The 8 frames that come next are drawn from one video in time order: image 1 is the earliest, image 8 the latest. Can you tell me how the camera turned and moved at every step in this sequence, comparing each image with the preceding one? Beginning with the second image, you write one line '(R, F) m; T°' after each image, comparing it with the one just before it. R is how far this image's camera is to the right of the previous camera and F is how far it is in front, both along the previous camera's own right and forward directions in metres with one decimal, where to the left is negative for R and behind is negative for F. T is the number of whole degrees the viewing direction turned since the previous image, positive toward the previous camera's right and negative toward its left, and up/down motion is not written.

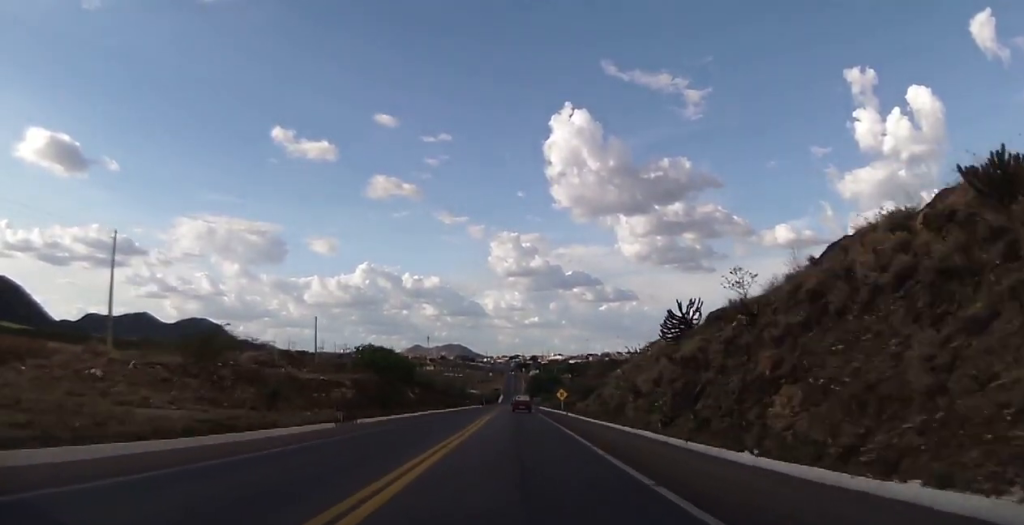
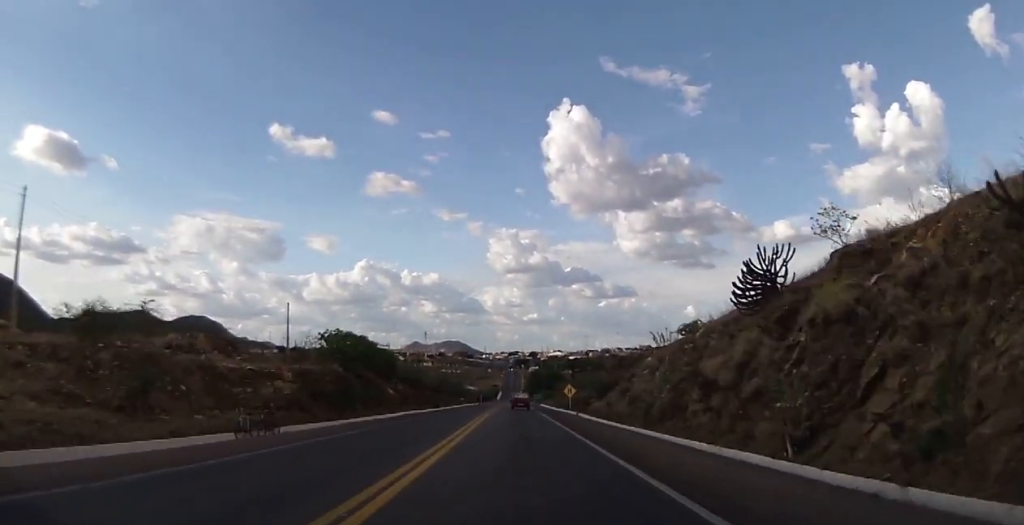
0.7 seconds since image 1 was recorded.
(+0.1, +12.4) m; +1°
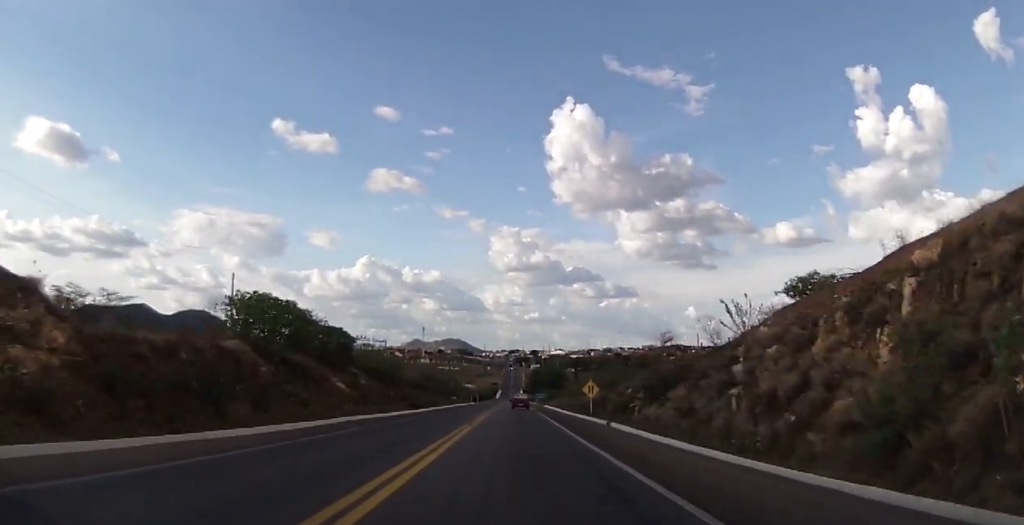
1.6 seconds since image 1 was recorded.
(+0.3, +18.0) m; 0°
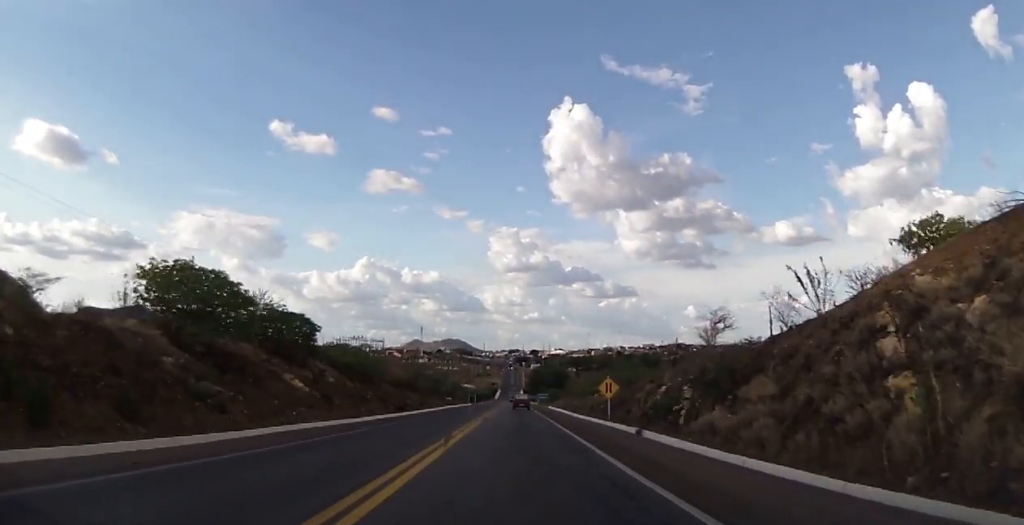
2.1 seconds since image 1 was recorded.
(+0.1, +9.4) m; -1°
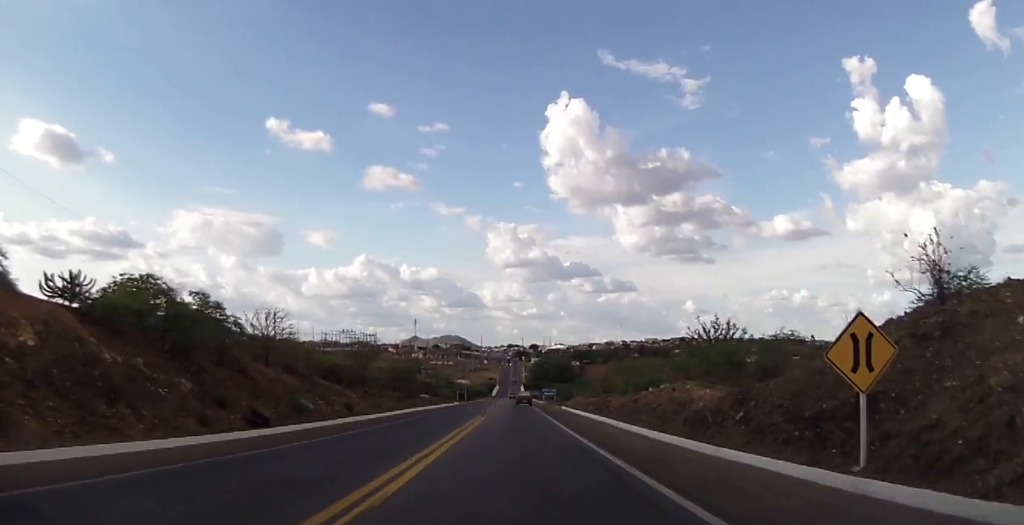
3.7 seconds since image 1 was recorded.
(-0.1, +30.7) m; 0°
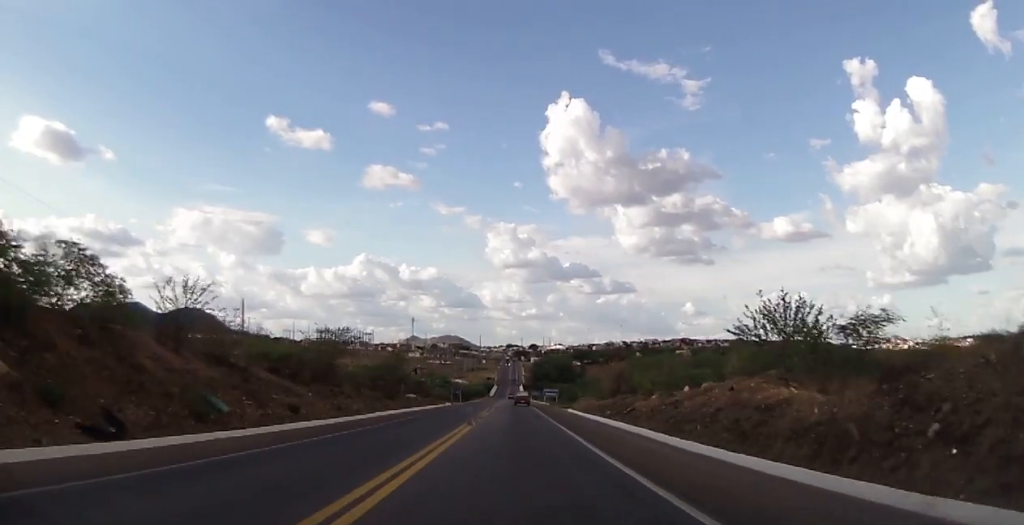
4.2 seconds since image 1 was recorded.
(+0.3, +9.7) m; 0°
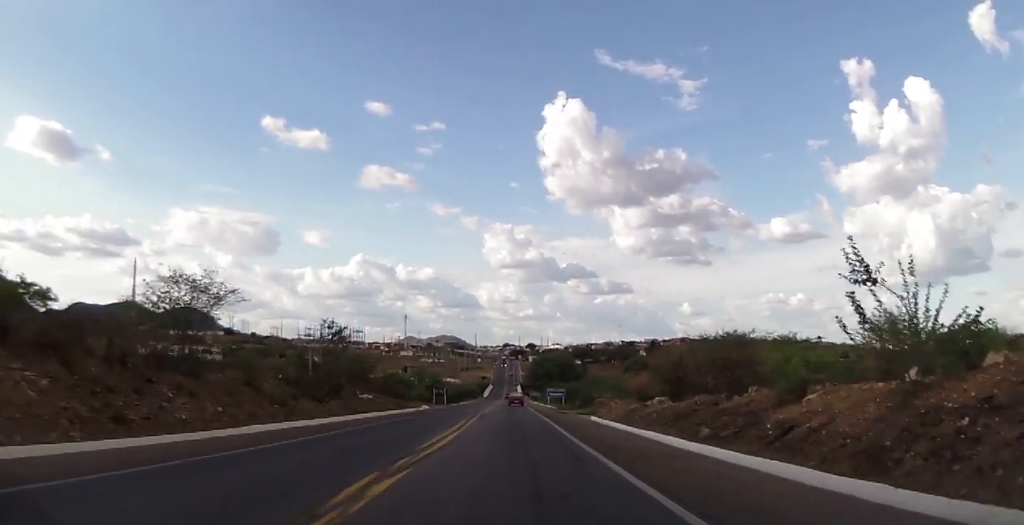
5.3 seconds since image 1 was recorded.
(-0.6, +21.7) m; -1°
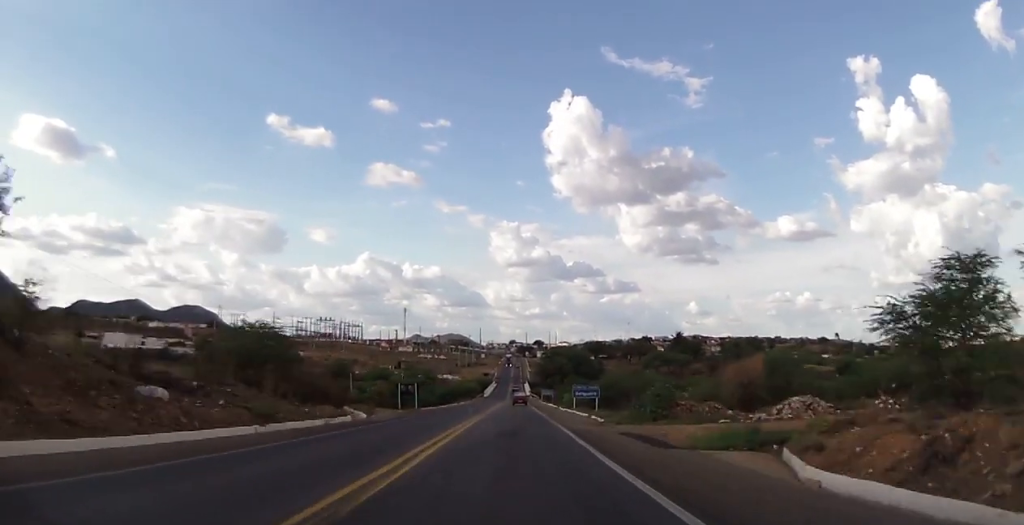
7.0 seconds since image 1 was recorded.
(+0.9, +32.7) m; +2°
